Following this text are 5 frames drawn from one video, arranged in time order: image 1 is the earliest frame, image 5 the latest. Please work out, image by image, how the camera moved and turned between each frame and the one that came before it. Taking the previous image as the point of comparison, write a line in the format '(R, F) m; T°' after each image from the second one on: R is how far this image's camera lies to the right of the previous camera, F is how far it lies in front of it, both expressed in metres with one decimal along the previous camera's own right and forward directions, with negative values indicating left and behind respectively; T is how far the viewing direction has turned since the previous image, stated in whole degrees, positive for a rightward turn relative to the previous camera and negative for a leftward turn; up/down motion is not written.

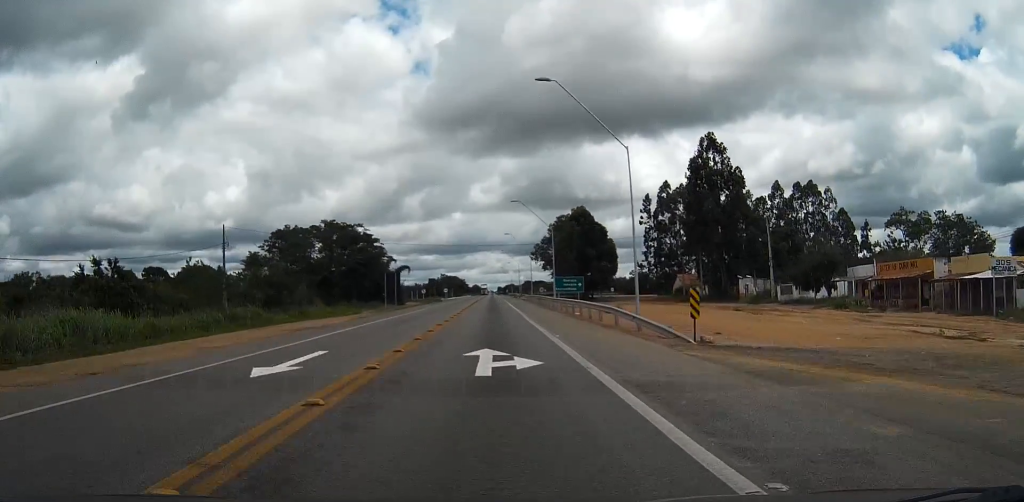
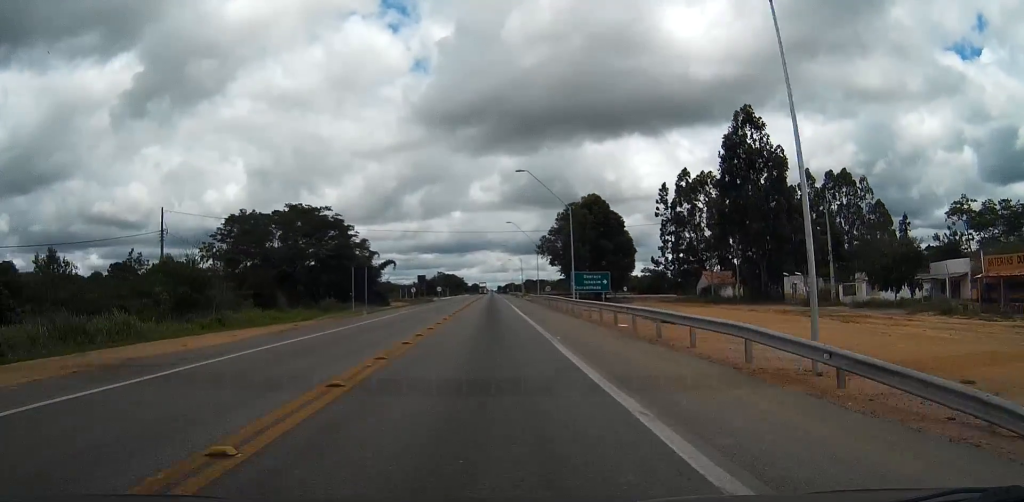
(-0.1, +17.3) m; 0°
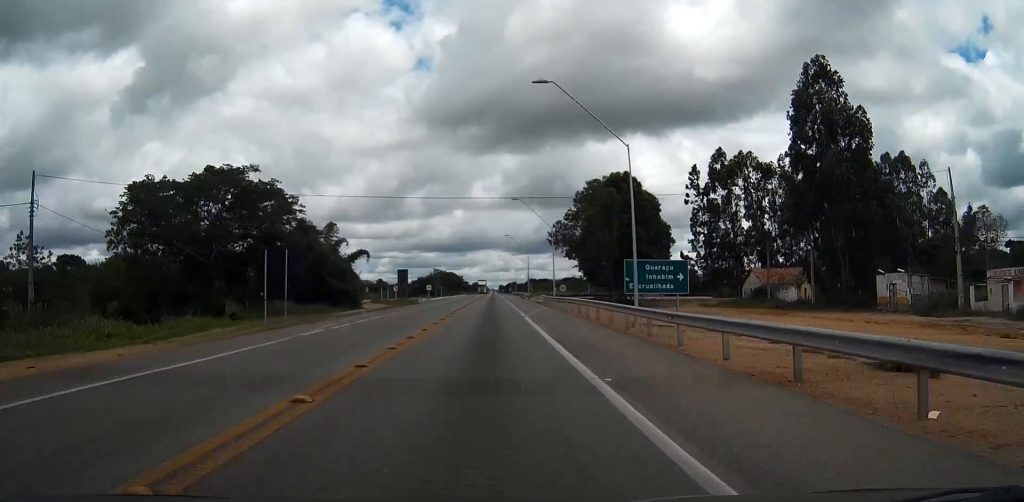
(0.0, +23.2) m; 0°
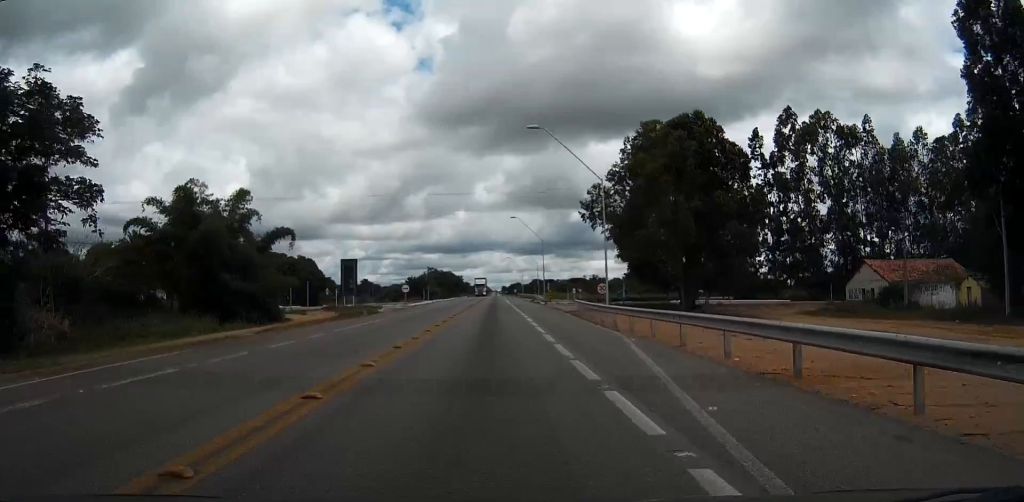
(0.0, +32.0) m; 0°
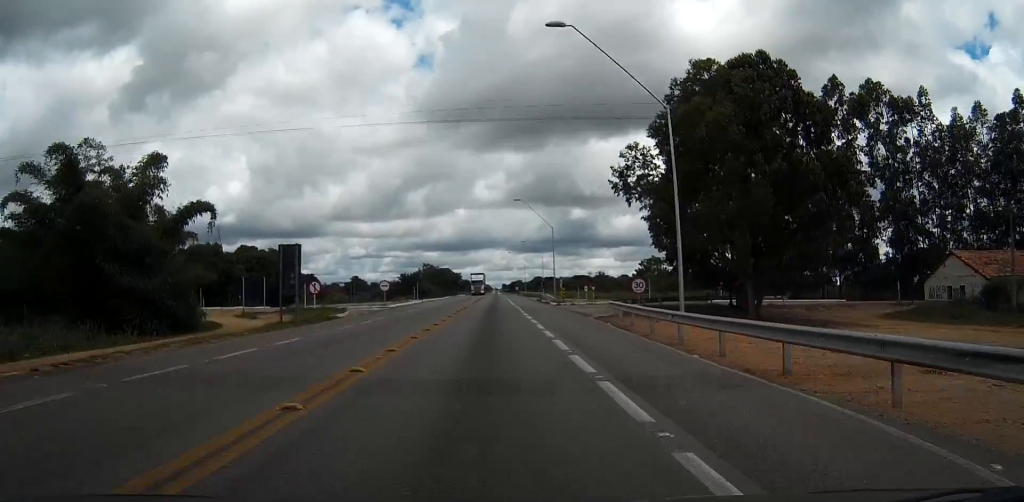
(0.0, +15.3) m; 0°
